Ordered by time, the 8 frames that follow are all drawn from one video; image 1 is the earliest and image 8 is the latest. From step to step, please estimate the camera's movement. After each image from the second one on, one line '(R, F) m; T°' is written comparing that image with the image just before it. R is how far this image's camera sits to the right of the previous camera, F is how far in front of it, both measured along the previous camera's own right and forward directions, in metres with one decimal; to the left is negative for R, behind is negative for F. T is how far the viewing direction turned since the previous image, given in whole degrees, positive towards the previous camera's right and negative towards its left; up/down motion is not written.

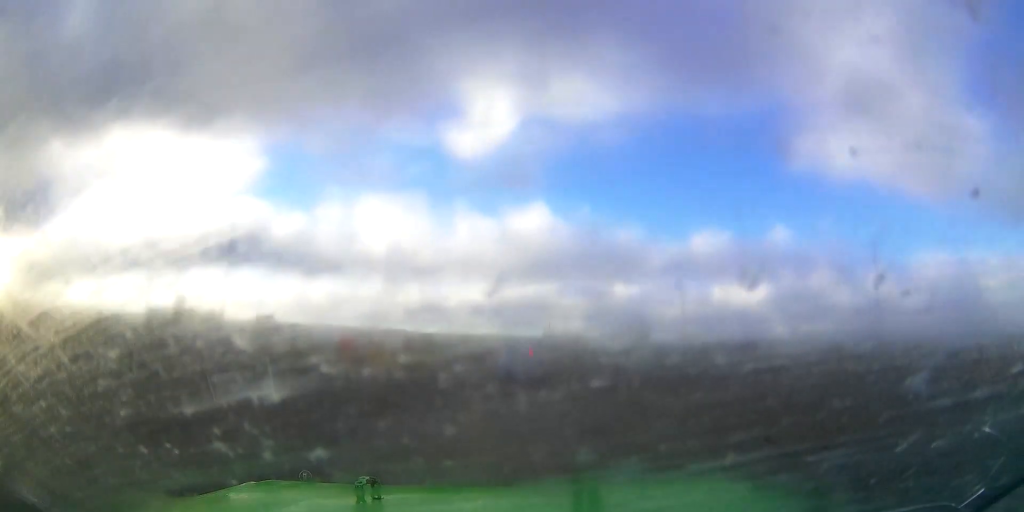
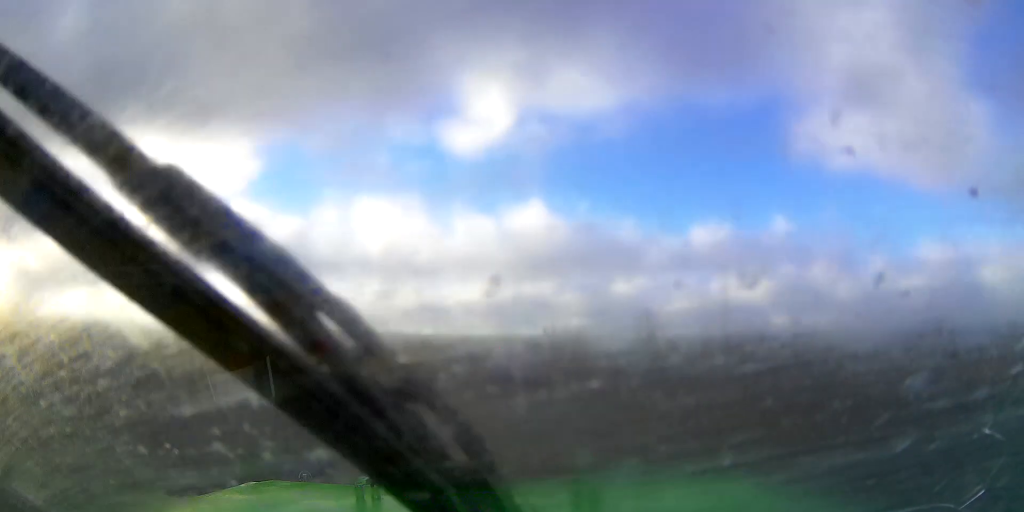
(0.0, +13.3) m; 0°
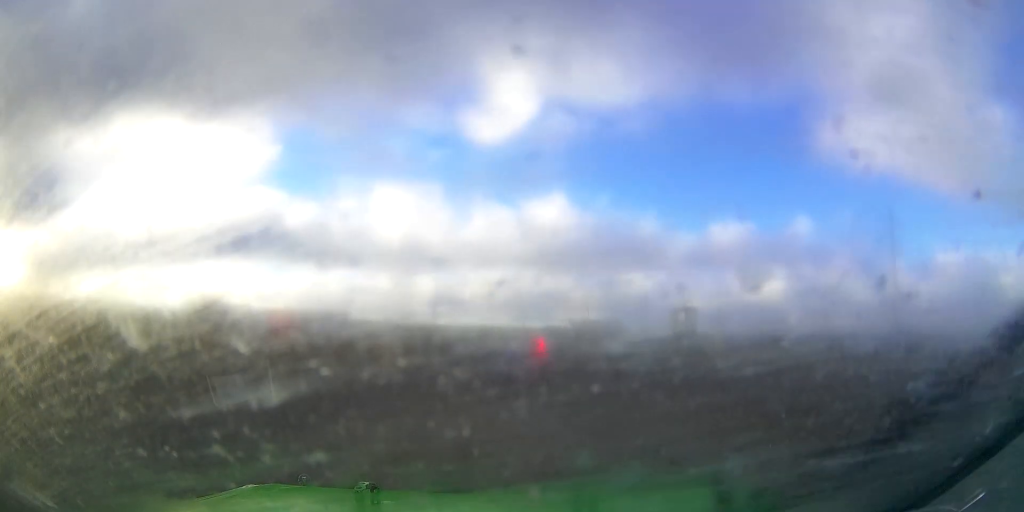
(-0.1, +19.2) m; +1°
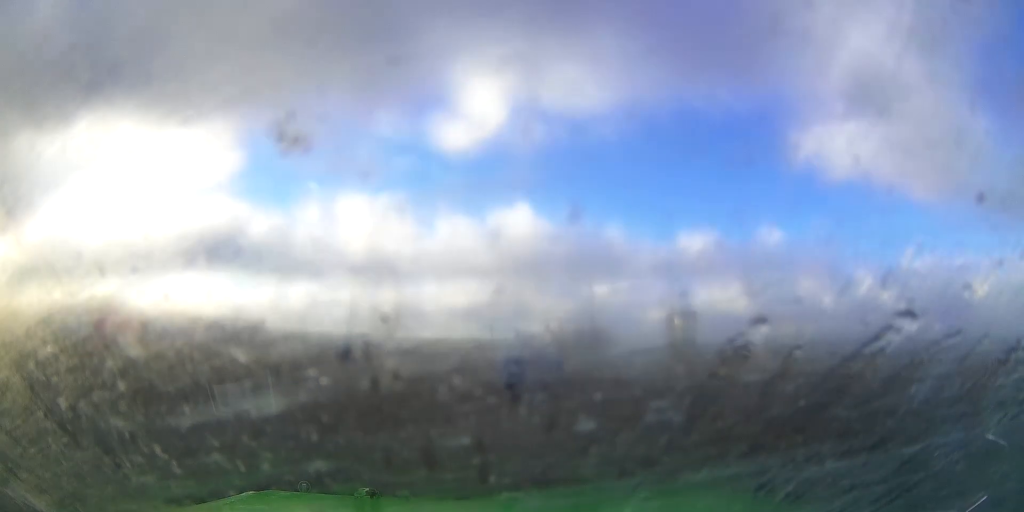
(+0.1, +22.6) m; +4°
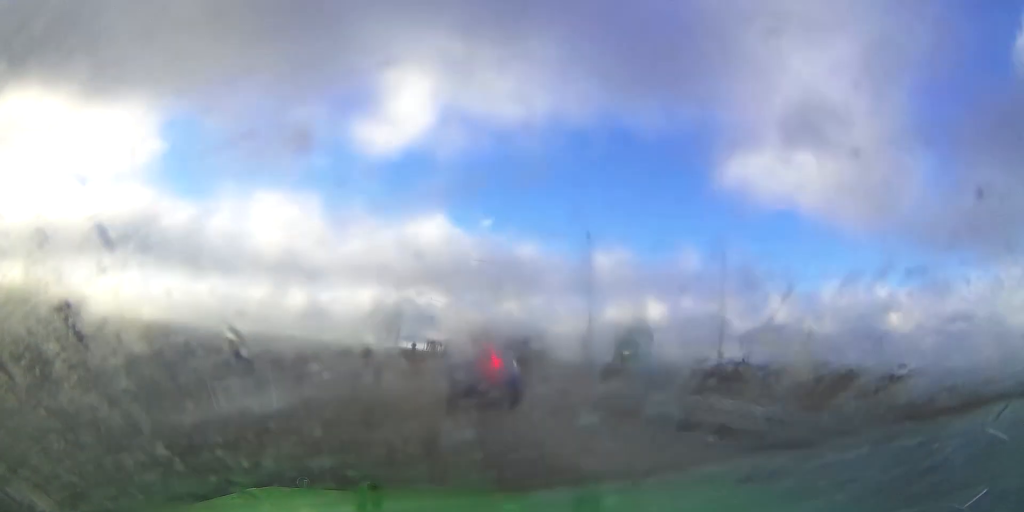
(+2.1, +23.4) m; +13°
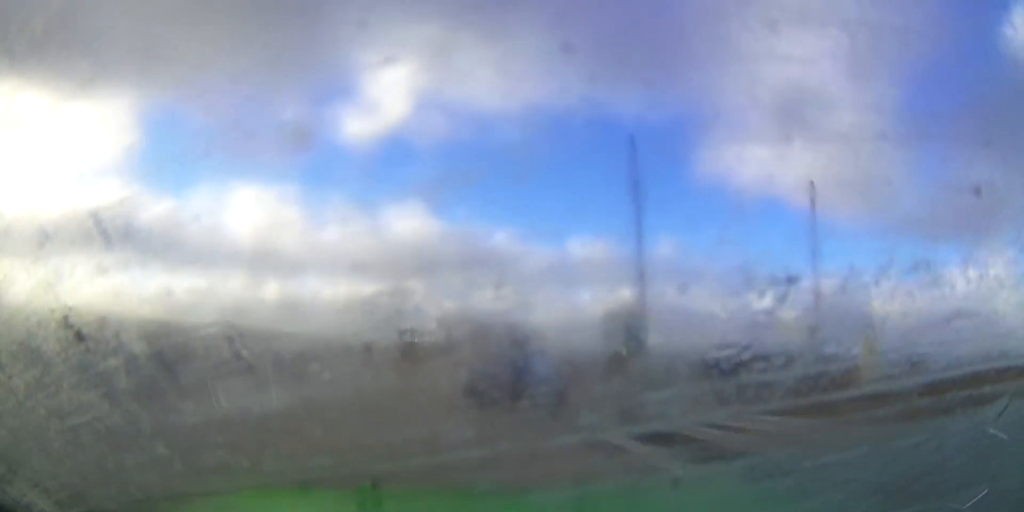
(-0.1, +10.5) m; +8°
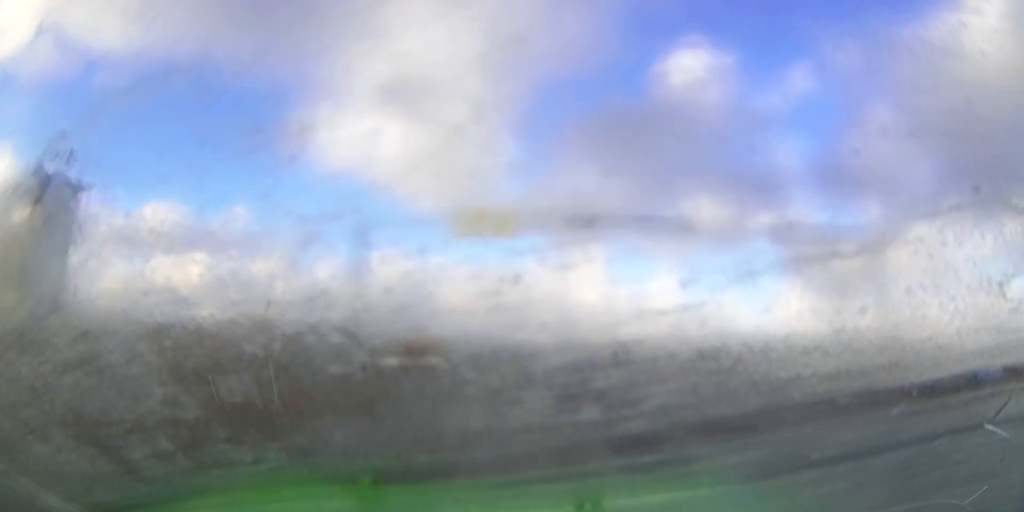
(+25.0, +53.8) m; +39°
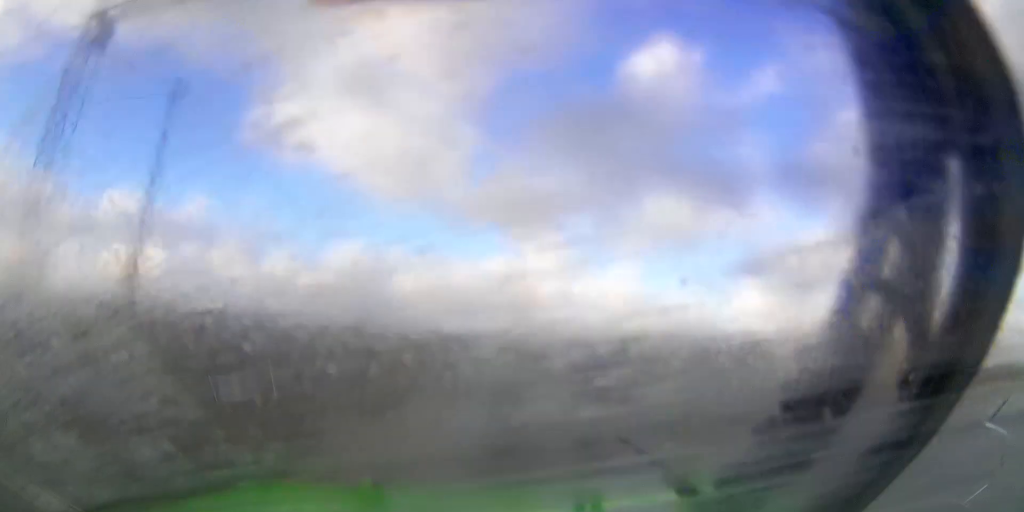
(+0.7, +16.9) m; +3°
